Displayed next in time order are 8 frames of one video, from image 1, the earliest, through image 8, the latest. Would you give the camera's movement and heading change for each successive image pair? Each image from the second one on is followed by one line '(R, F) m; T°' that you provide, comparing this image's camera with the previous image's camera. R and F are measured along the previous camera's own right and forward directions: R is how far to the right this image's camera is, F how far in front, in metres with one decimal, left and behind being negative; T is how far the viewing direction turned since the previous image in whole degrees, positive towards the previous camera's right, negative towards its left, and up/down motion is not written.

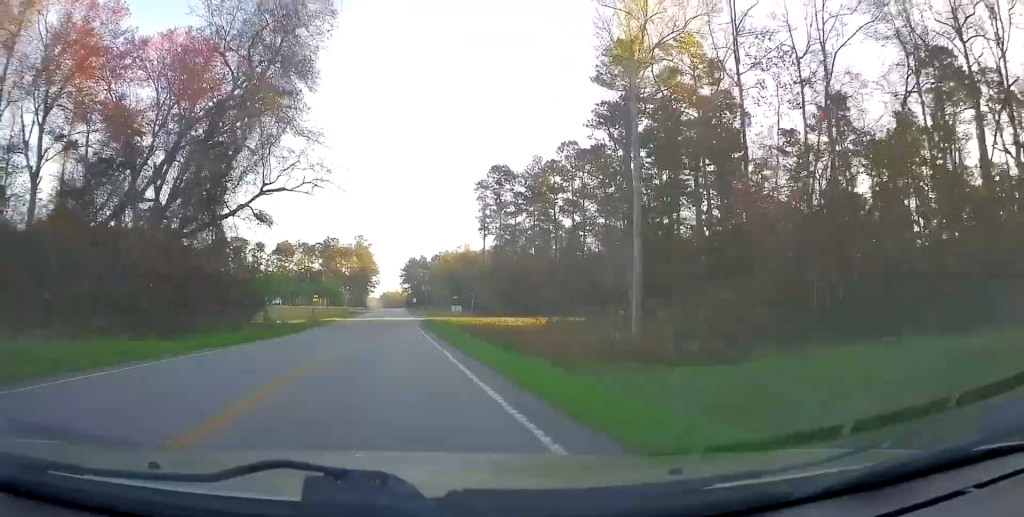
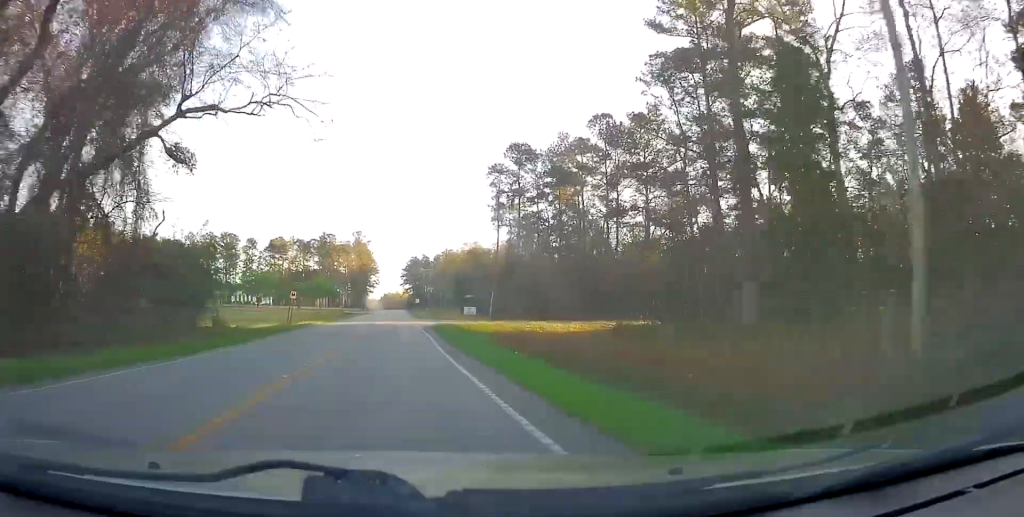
(+0.3, +13.5) m; +1°
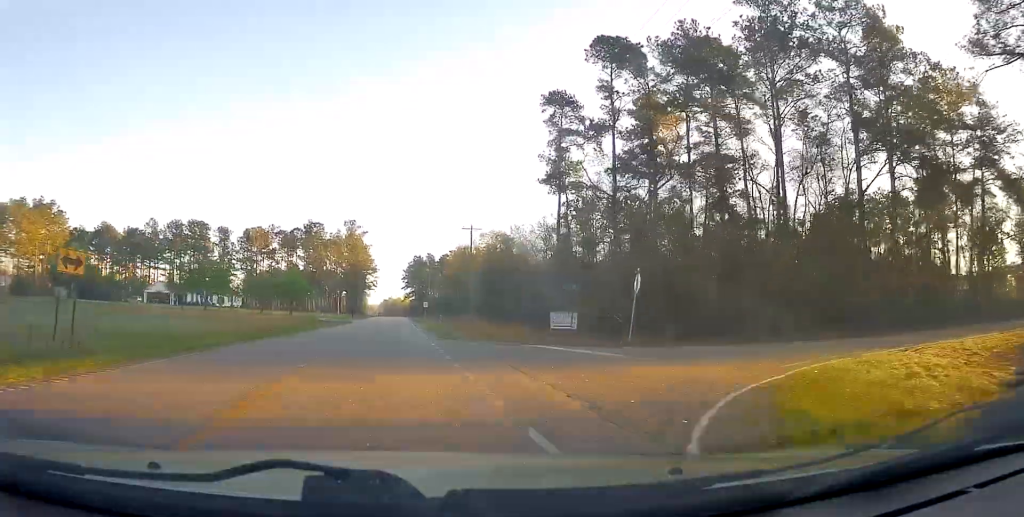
(-0.2, +34.0) m; 0°
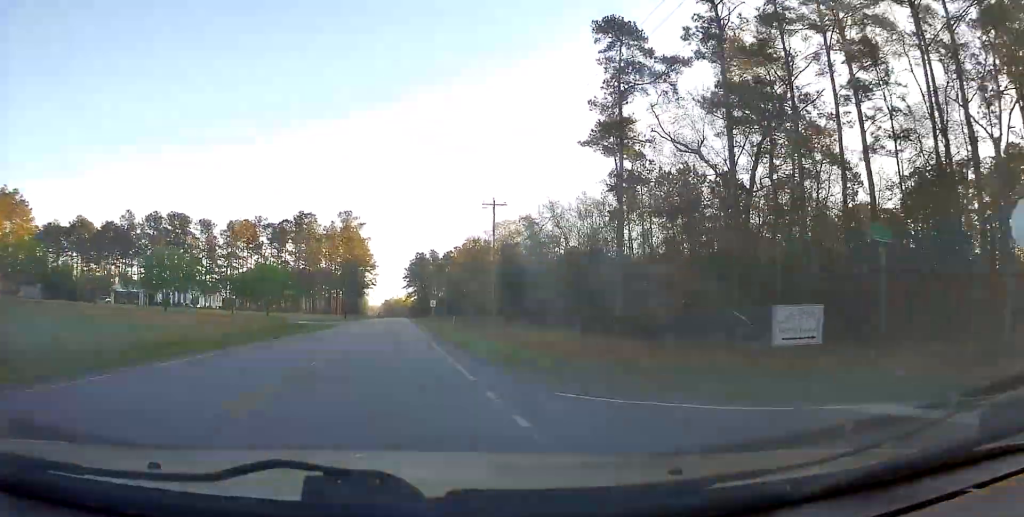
(-0.1, +16.4) m; 0°
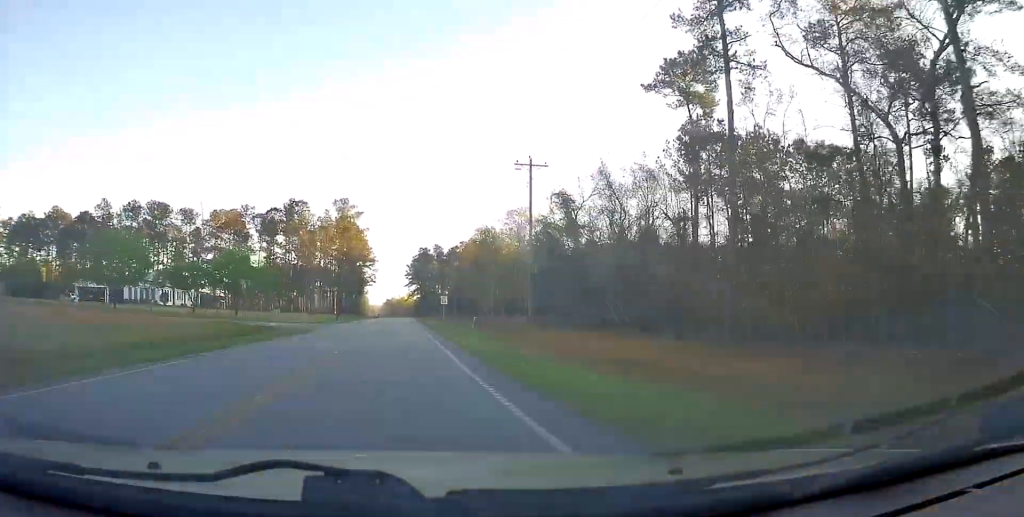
(+0.1, +14.8) m; -1°
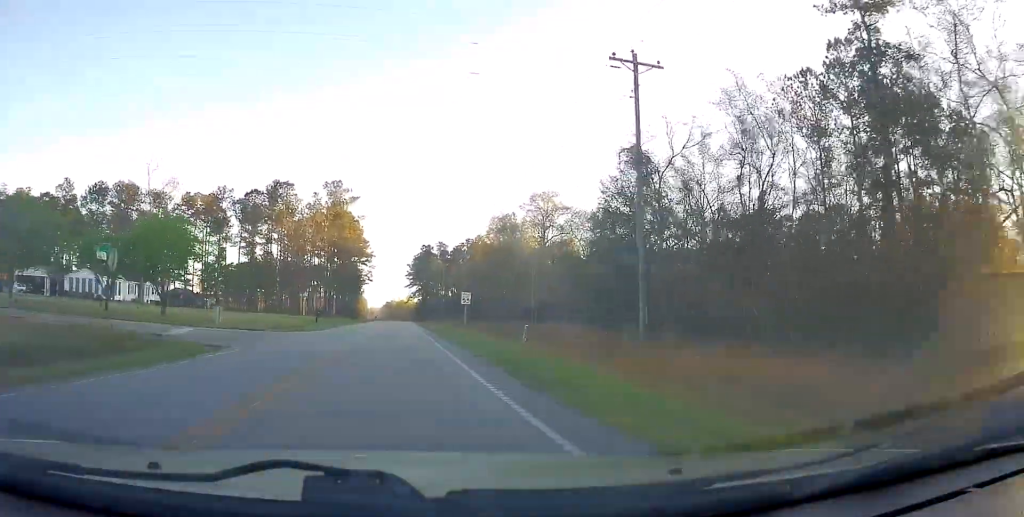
(0.0, +18.6) m; -1°
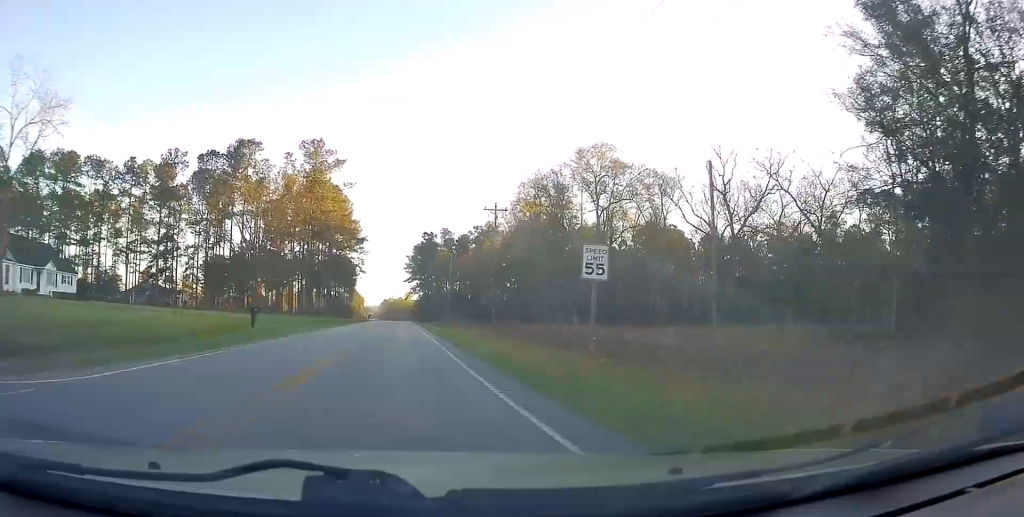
(-0.4, +25.4) m; 0°
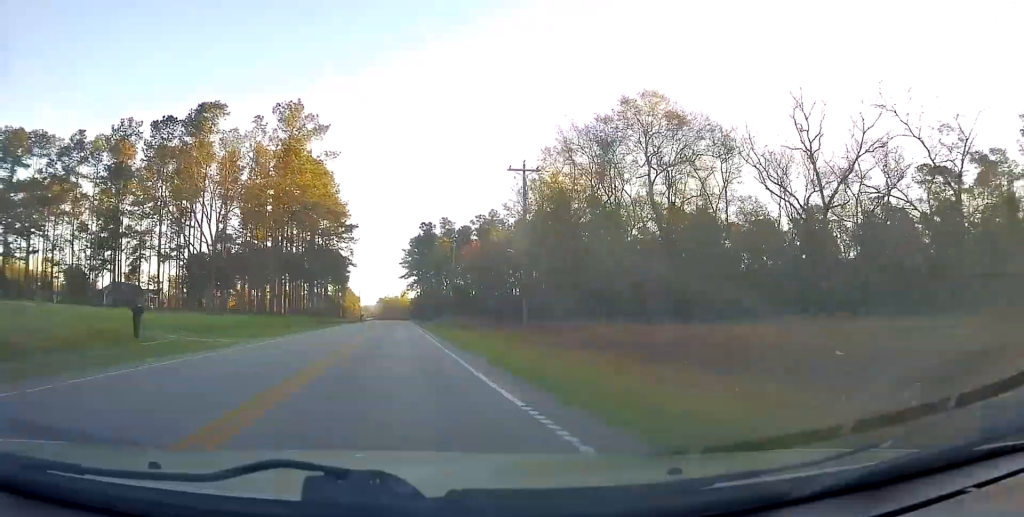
(+0.5, +15.5) m; +1°
